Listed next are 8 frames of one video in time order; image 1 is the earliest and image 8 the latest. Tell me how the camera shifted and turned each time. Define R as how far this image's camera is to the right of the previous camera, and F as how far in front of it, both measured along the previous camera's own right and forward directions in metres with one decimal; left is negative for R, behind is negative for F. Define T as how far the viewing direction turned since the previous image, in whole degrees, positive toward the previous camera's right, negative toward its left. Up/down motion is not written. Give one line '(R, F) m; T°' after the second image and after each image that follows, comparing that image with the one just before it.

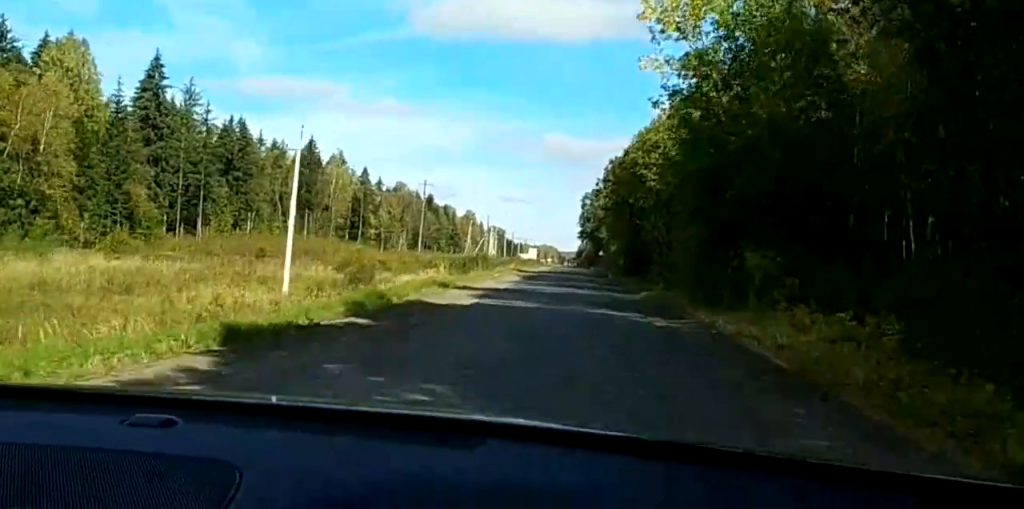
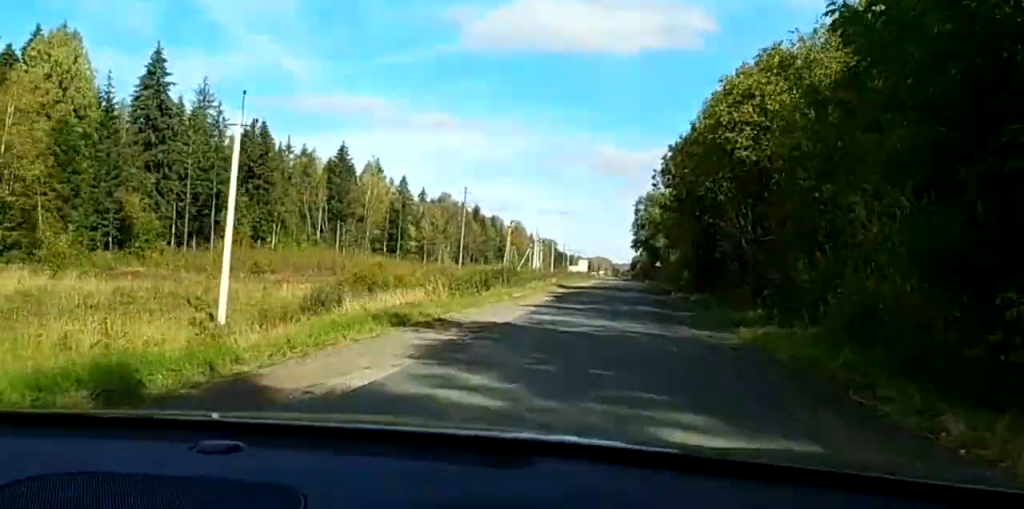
(-0.1, +16.4) m; 0°
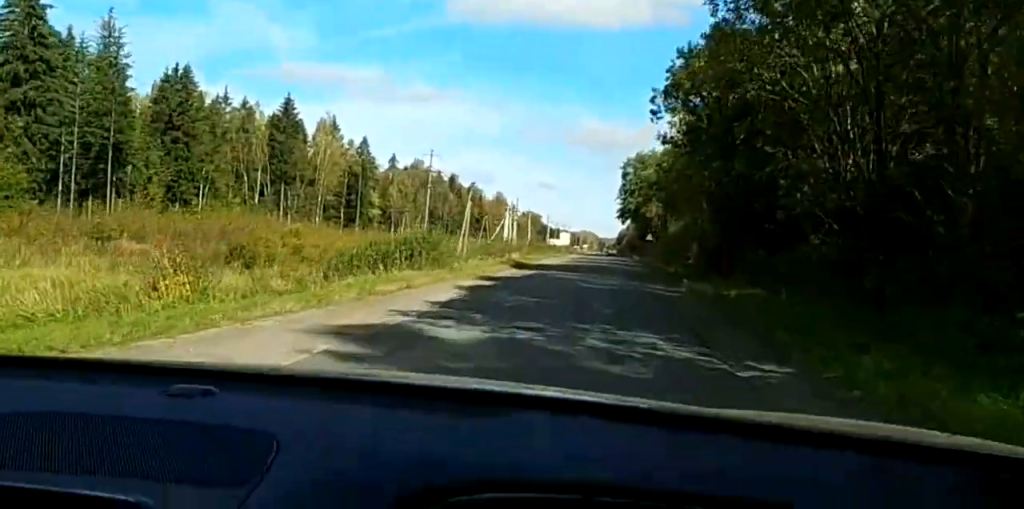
(0.0, +23.1) m; 0°
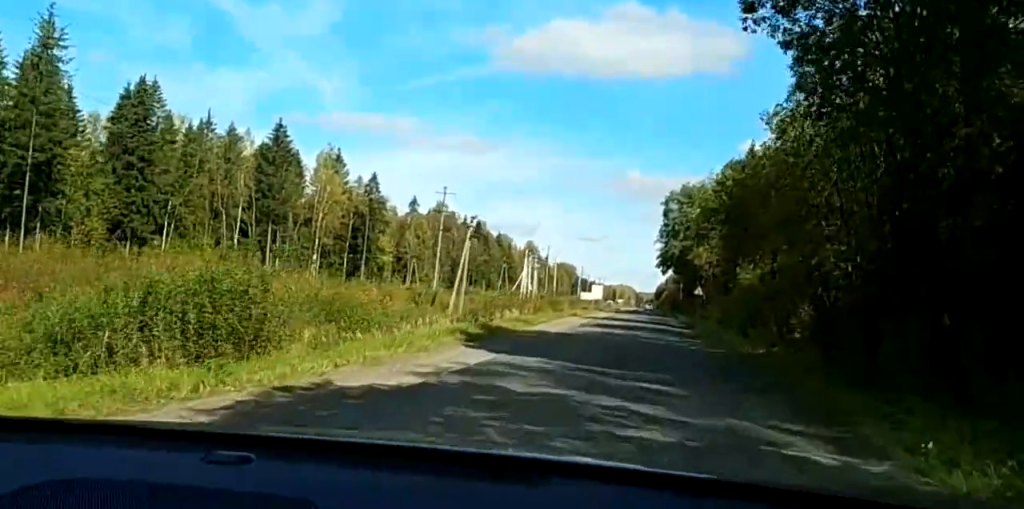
(-0.1, +22.1) m; 0°
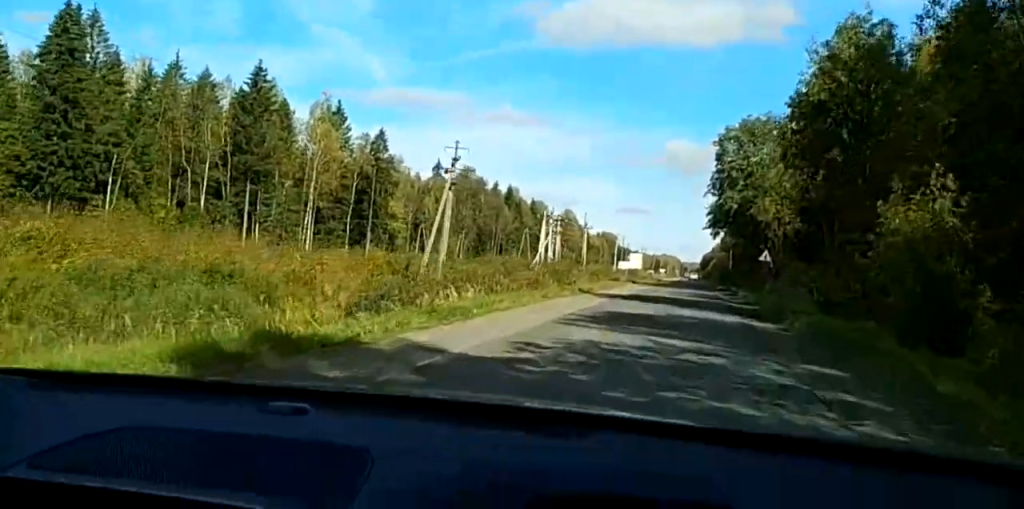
(0.0, +23.0) m; 0°
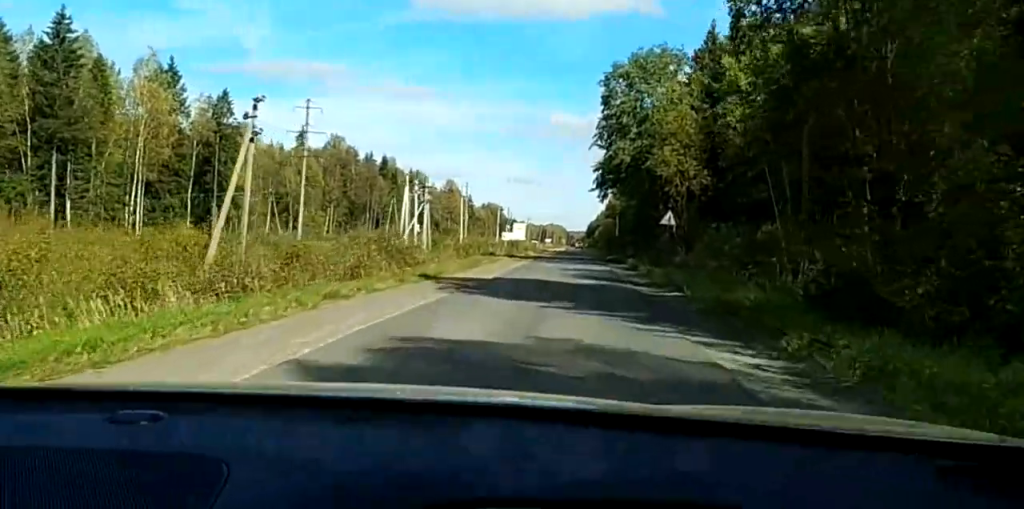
(-0.1, +14.5) m; +1°
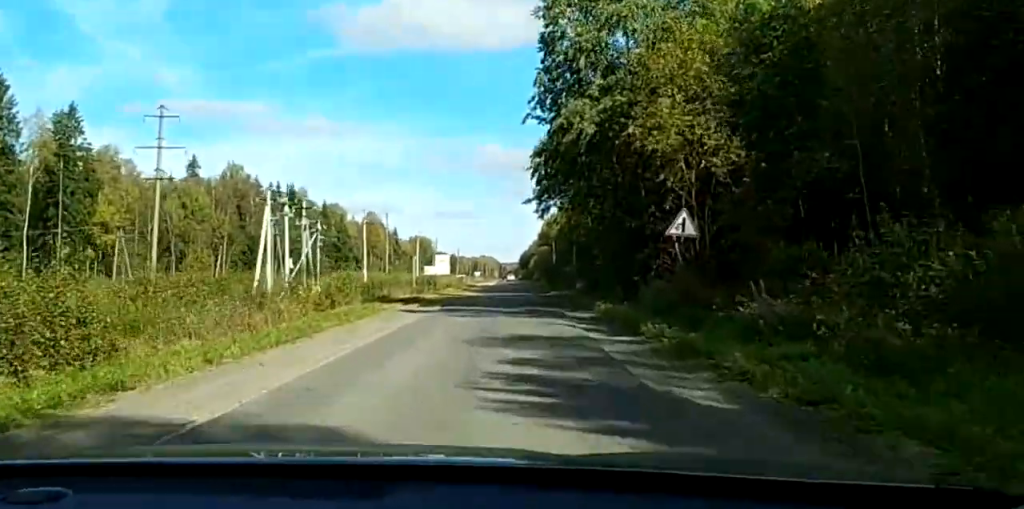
(+0.7, +23.8) m; +2°
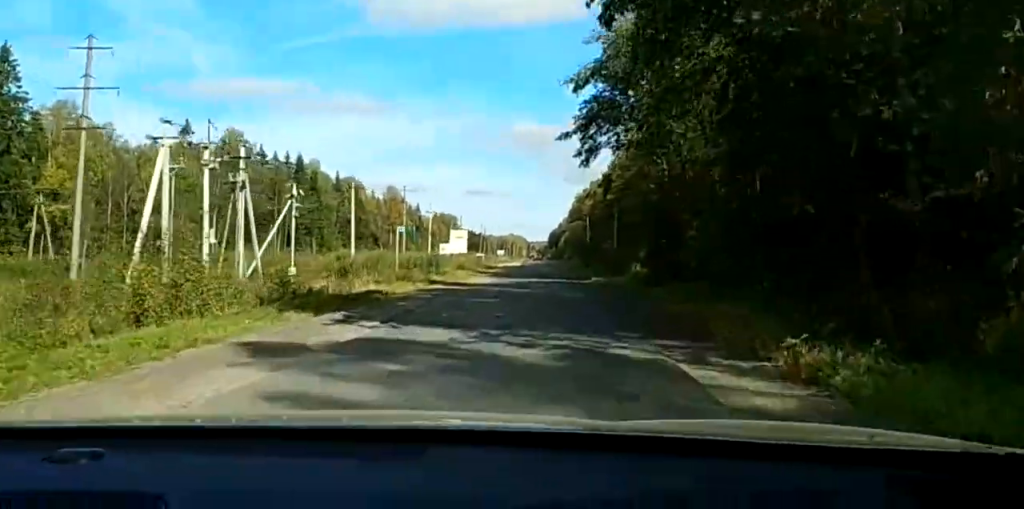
(+0.1, +22.8) m; 0°
